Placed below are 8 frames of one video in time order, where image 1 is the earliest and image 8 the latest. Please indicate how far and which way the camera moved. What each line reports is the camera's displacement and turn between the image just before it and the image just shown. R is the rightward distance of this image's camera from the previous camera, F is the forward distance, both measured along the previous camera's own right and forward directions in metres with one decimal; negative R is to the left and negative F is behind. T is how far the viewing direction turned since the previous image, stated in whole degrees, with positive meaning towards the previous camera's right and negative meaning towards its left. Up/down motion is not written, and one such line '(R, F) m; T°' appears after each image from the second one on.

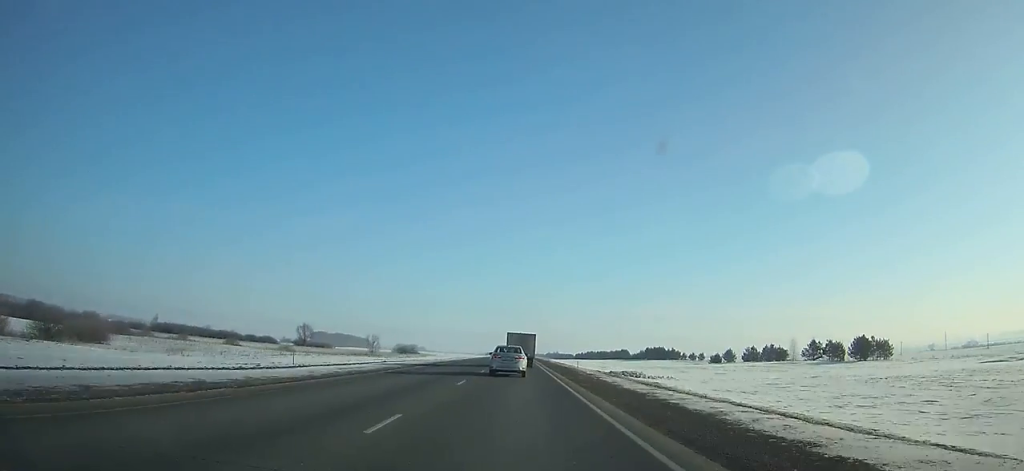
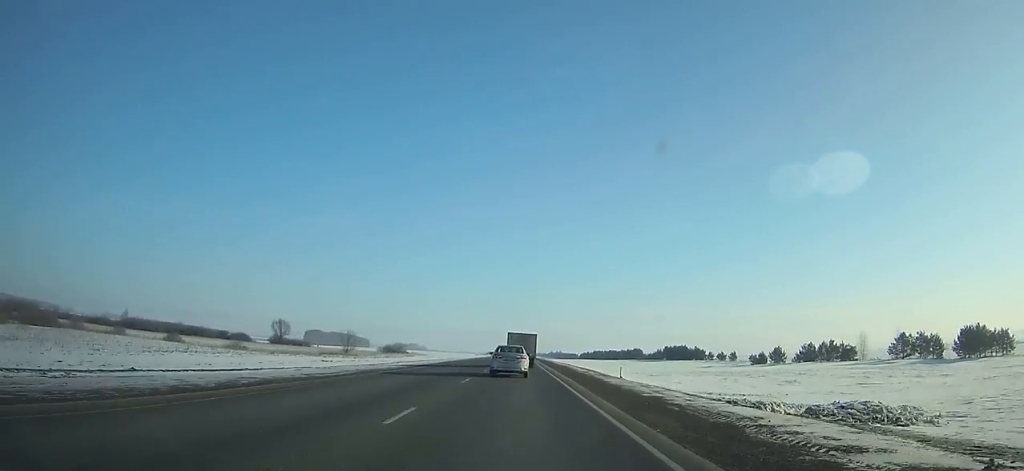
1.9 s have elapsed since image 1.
(0.0, +35.1) m; 0°
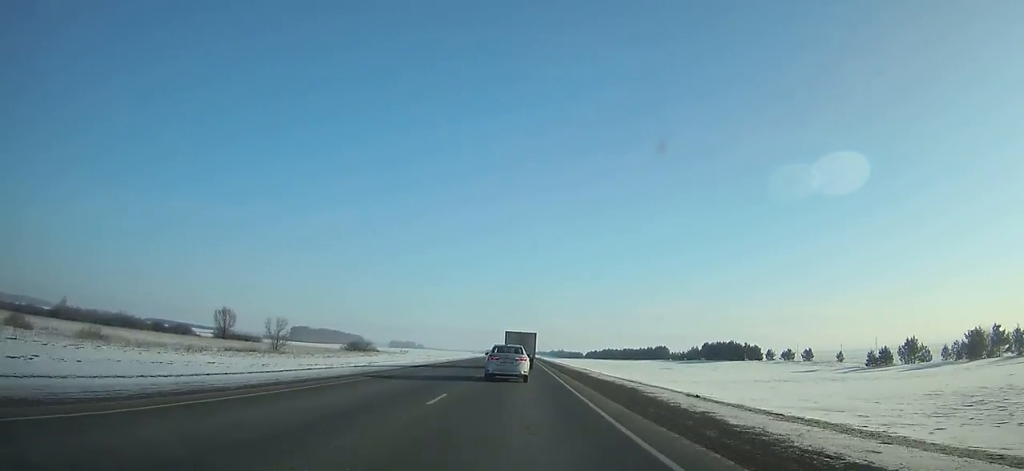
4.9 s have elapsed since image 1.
(0.0, +55.4) m; 0°
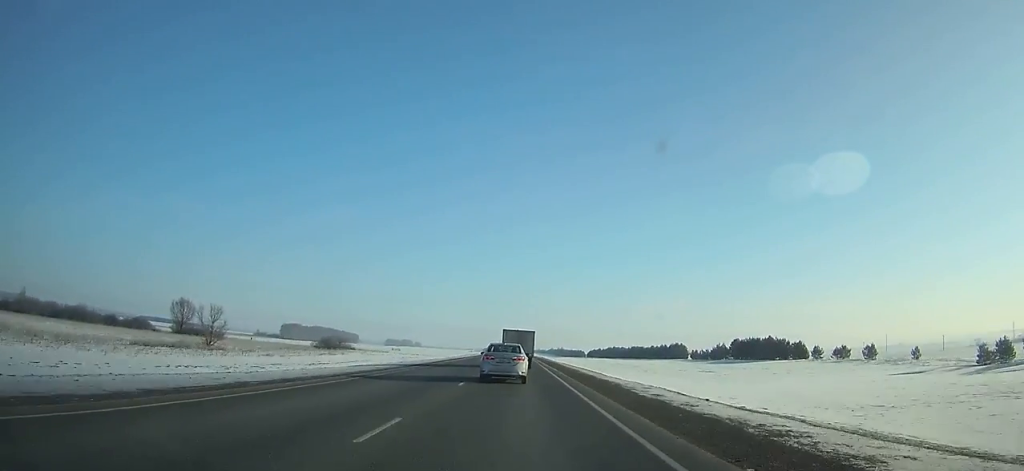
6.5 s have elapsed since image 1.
(0.0, +29.4) m; 0°
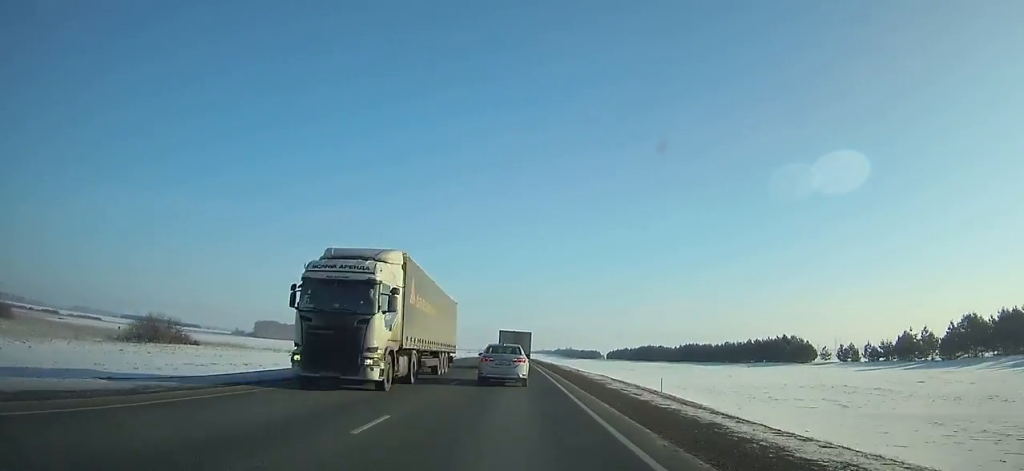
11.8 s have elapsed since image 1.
(+0.3, +96.5) m; 0°
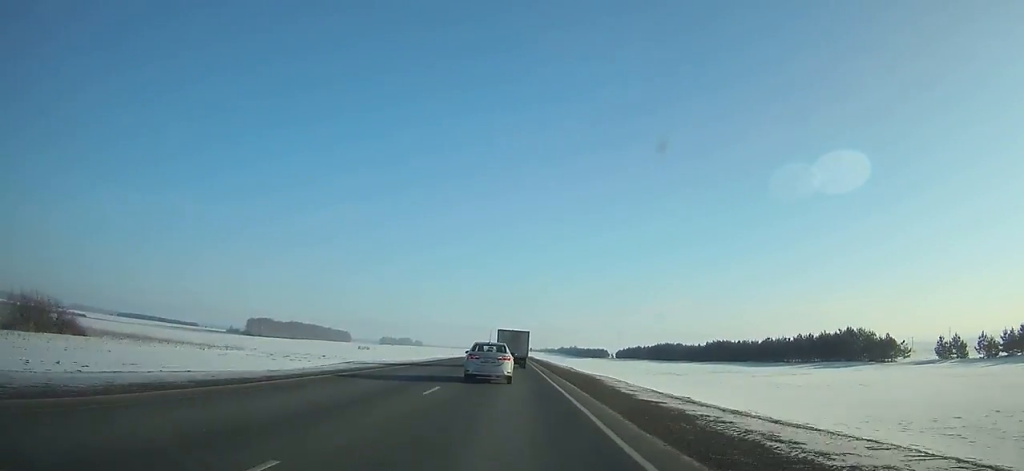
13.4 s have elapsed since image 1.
(-0.1, +28.9) m; 0°
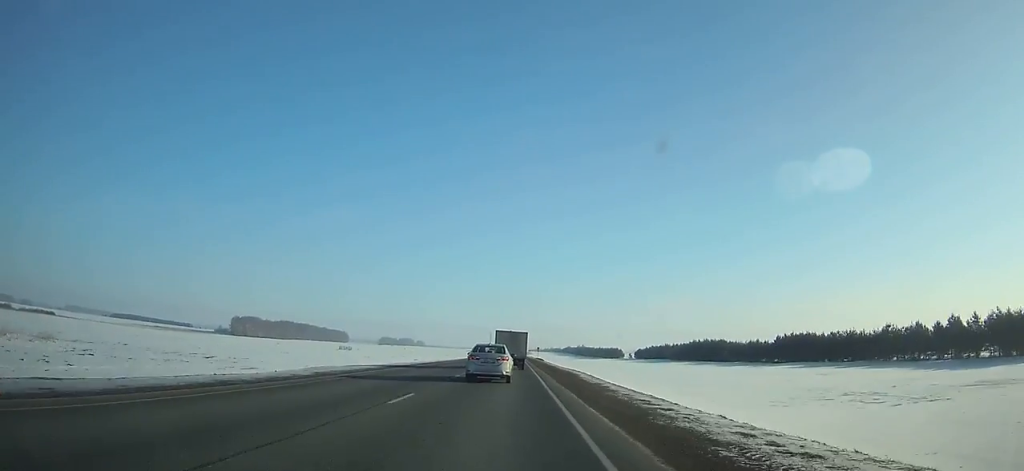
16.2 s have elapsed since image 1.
(-0.3, +50.5) m; 0°
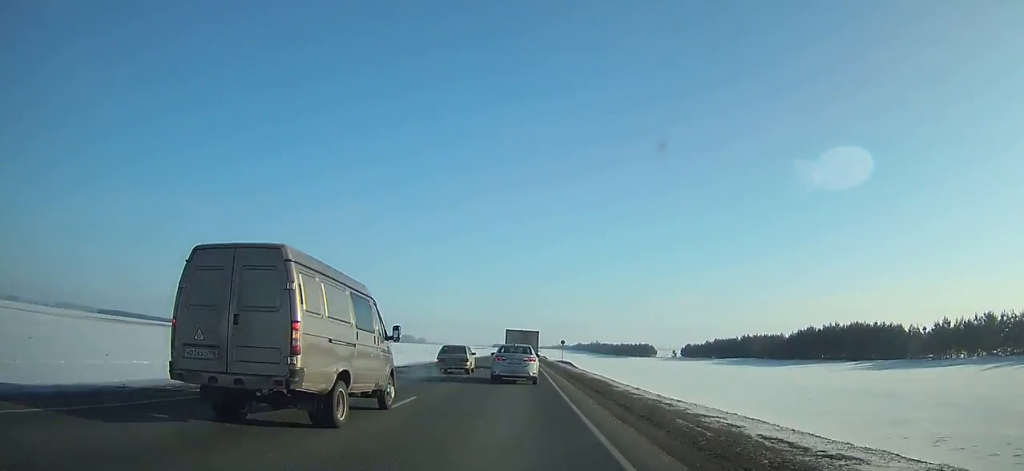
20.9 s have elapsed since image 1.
(-0.1, +84.3) m; 0°
